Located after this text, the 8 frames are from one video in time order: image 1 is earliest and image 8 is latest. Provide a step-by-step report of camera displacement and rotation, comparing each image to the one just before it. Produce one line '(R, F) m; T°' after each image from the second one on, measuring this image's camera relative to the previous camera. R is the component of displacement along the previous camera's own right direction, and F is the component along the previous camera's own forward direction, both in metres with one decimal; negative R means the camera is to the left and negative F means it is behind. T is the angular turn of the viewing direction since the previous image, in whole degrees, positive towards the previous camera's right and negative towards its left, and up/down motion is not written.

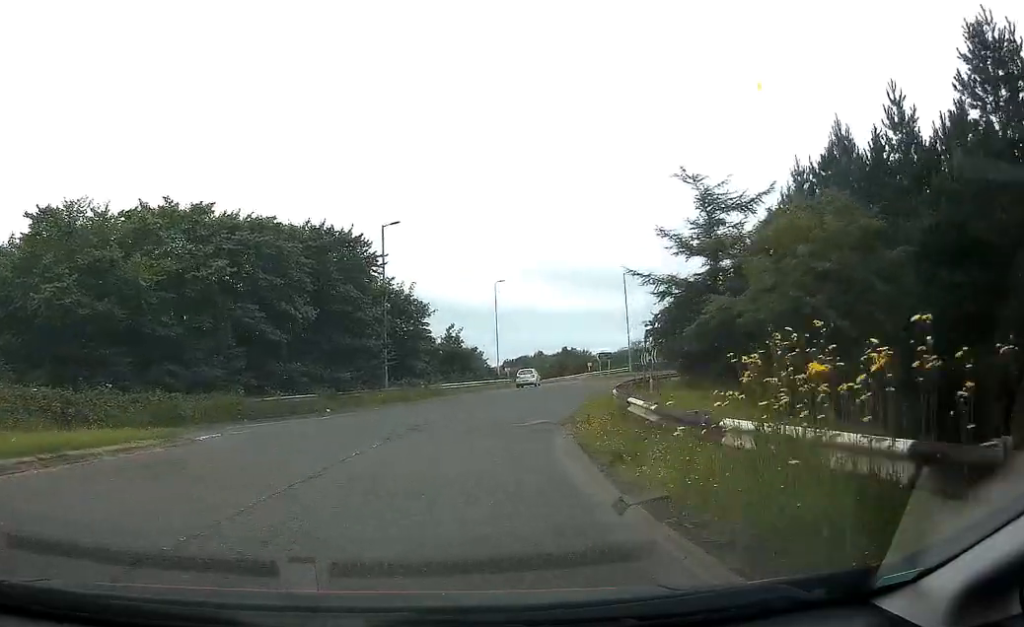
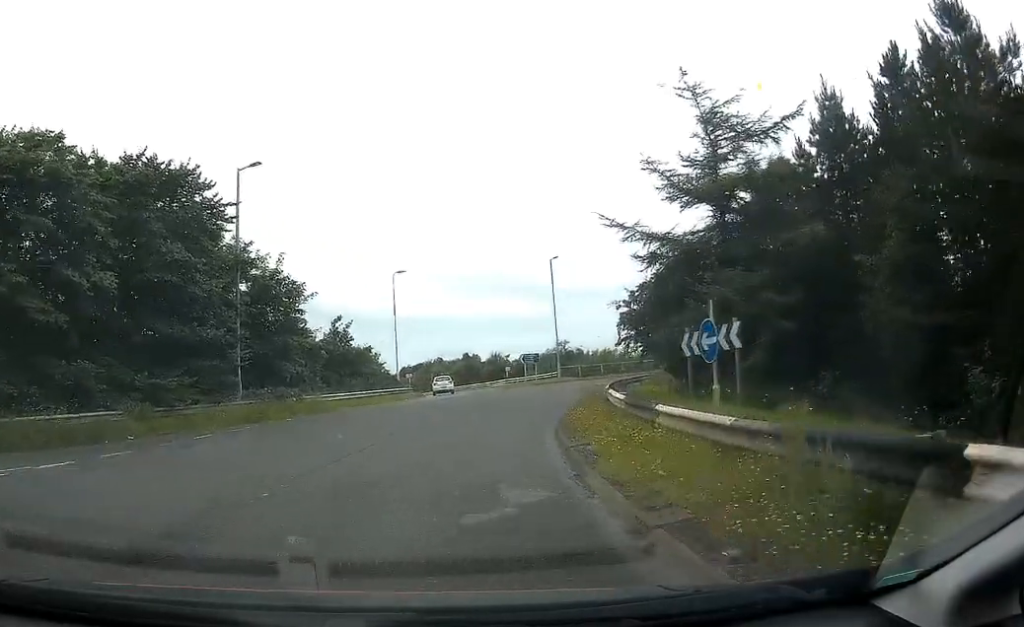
(+1.1, +12.5) m; +9°
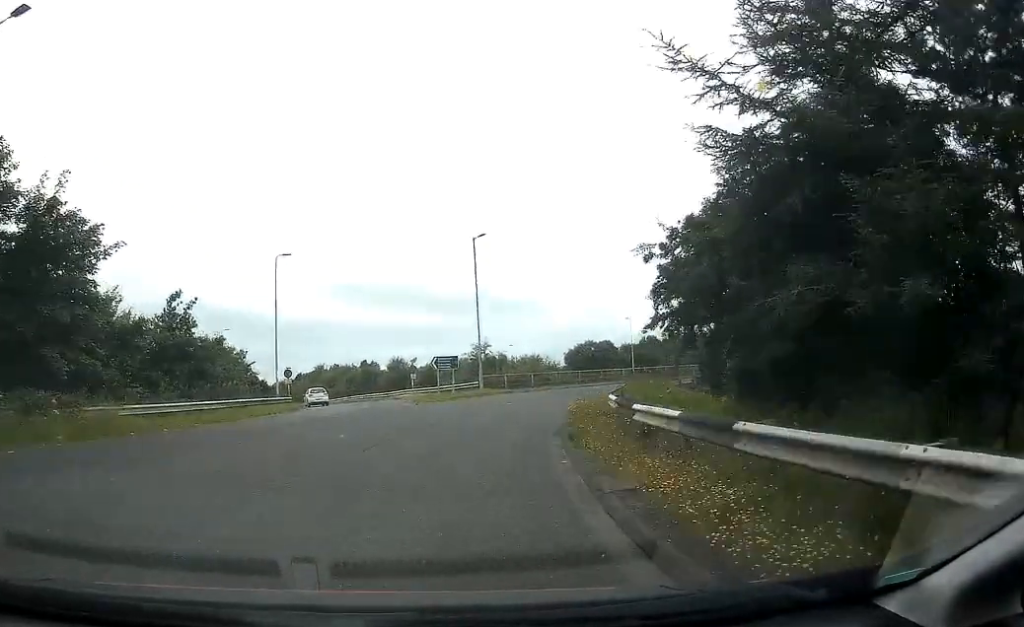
(+0.9, +13.6) m; +5°
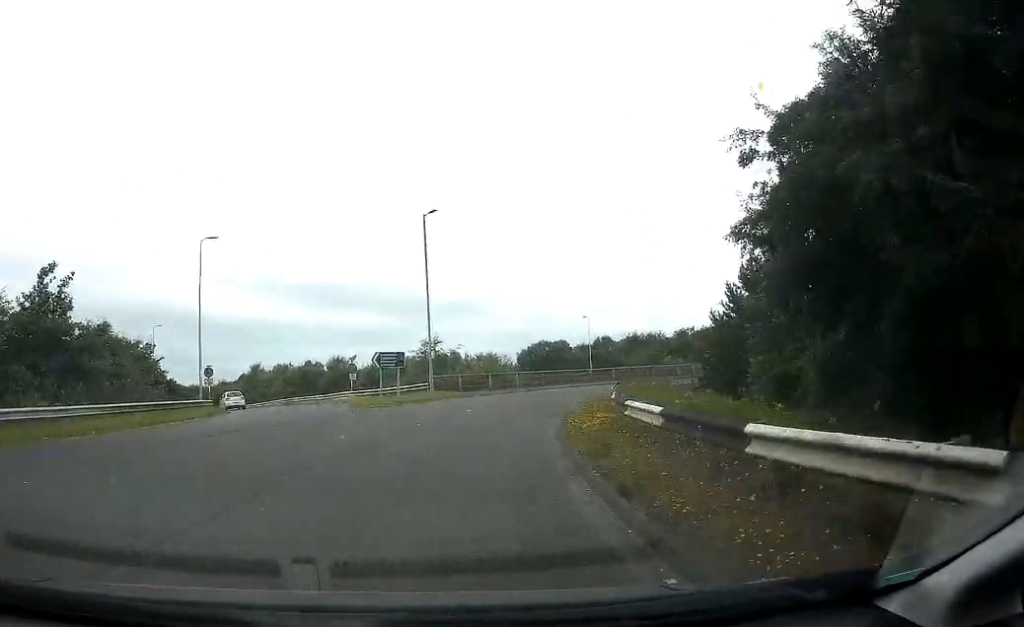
(-0.1, +7.0) m; +4°
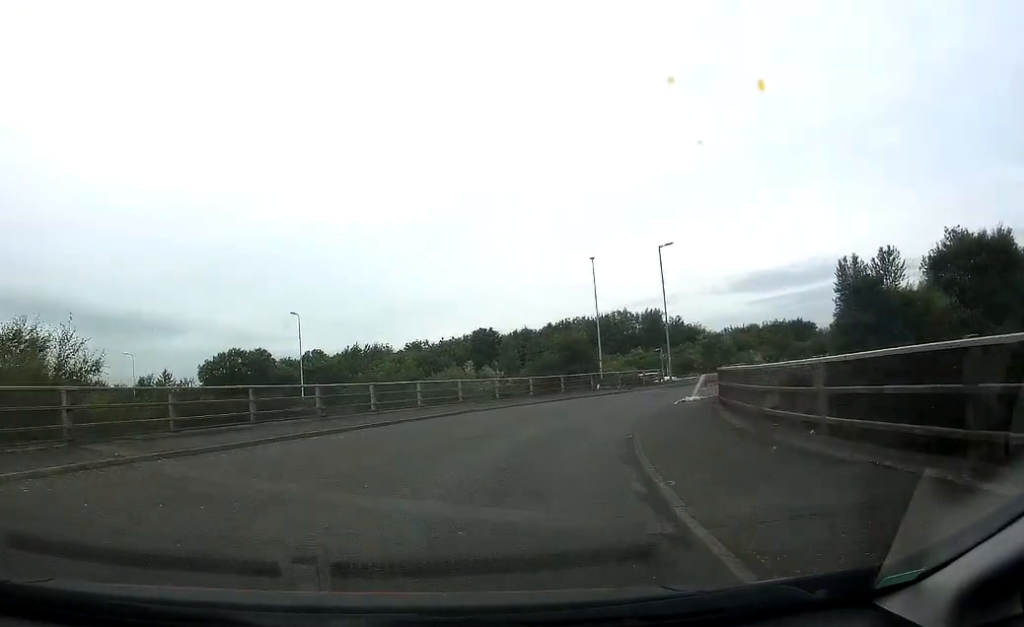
(+7.3, +36.4) m; +29°
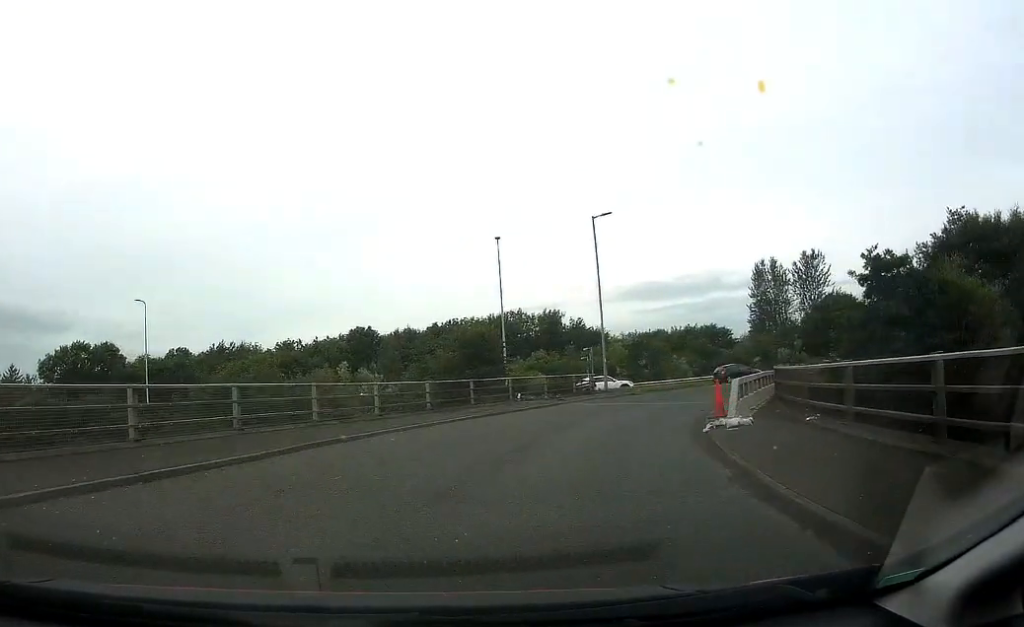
(+2.2, +12.3) m; +15°
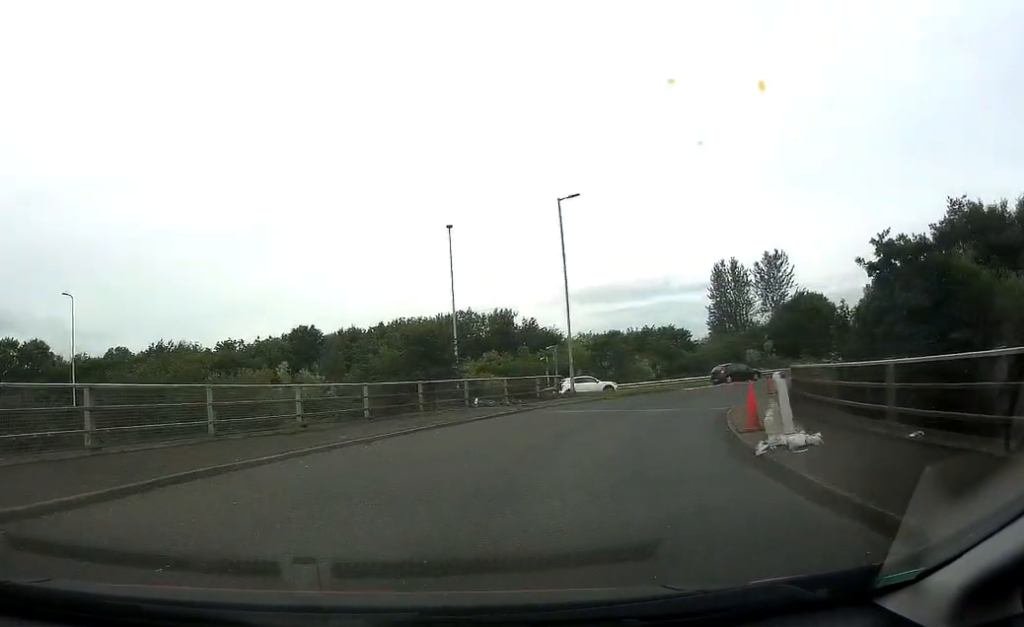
(+0.4, +5.1) m; +4°
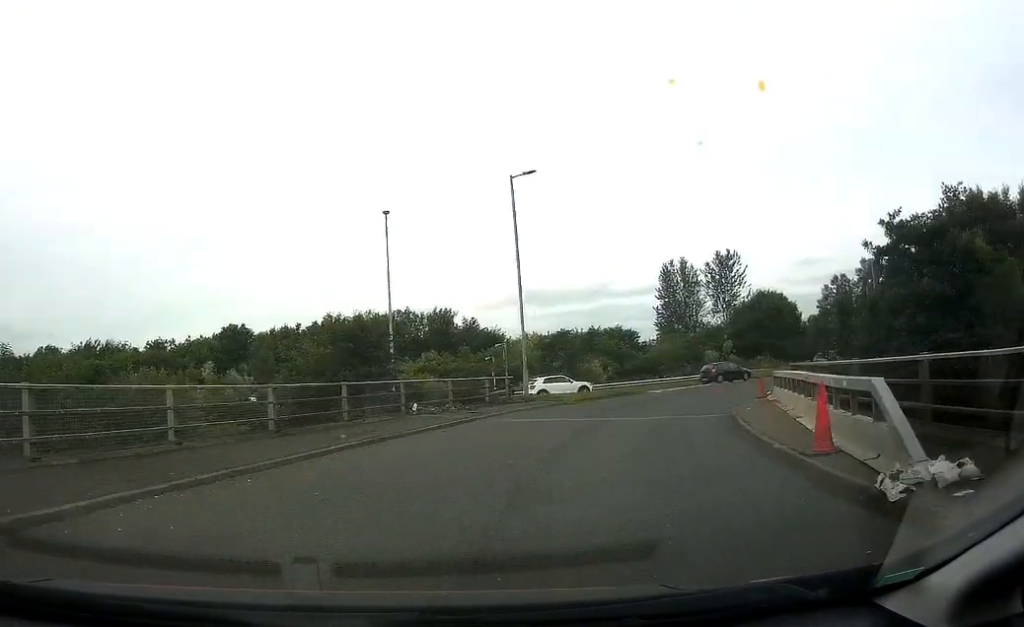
(+0.1, +4.9) m; +4°
